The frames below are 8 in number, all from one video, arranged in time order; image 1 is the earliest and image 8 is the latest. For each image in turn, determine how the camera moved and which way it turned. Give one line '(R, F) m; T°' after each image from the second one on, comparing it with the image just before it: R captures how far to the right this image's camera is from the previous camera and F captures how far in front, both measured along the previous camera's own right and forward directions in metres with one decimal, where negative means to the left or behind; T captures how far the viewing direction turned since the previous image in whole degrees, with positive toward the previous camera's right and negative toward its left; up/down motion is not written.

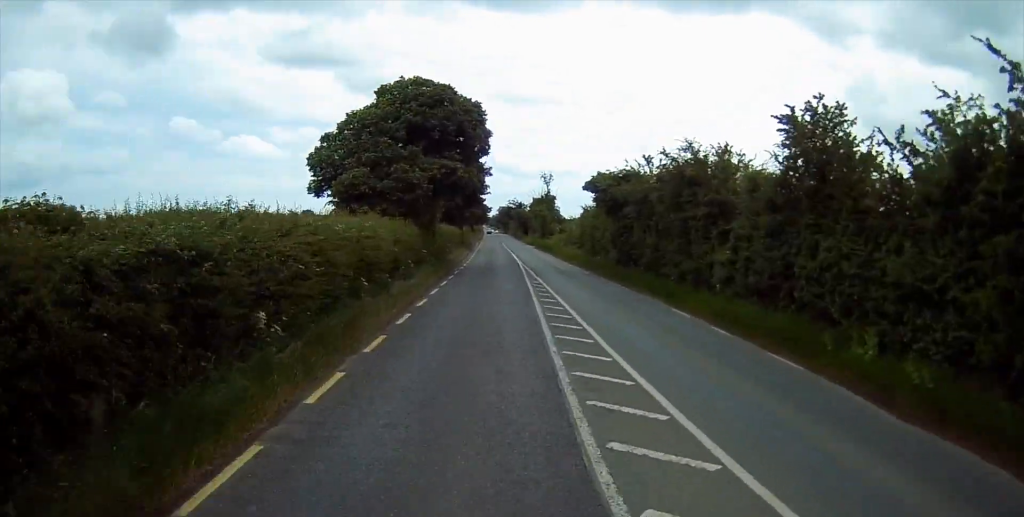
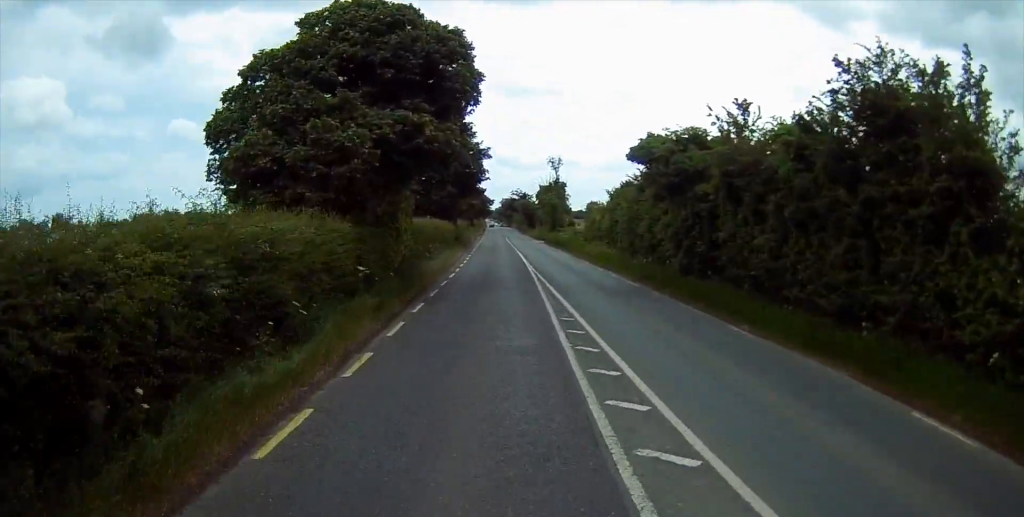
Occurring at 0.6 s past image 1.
(0.0, +14.1) m; 0°
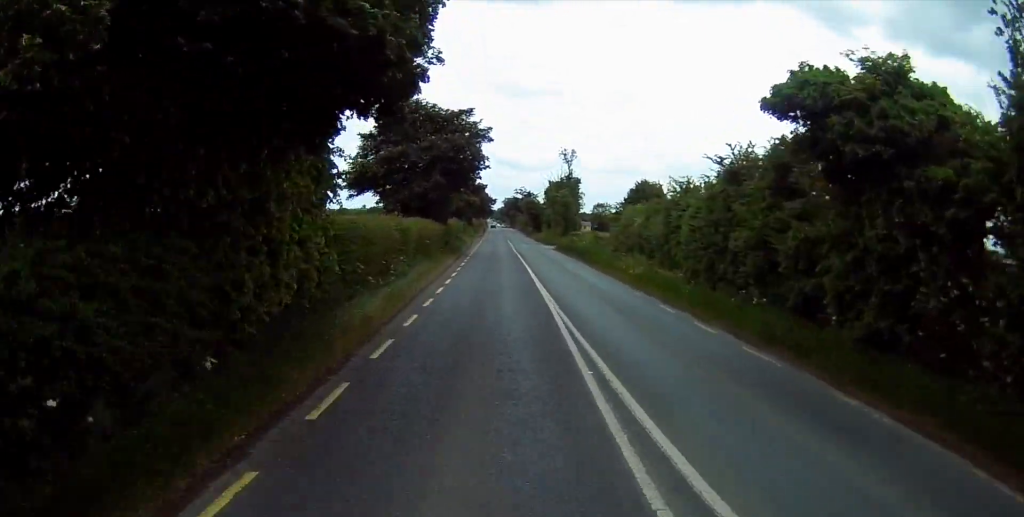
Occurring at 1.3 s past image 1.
(-0.1, +14.1) m; 0°
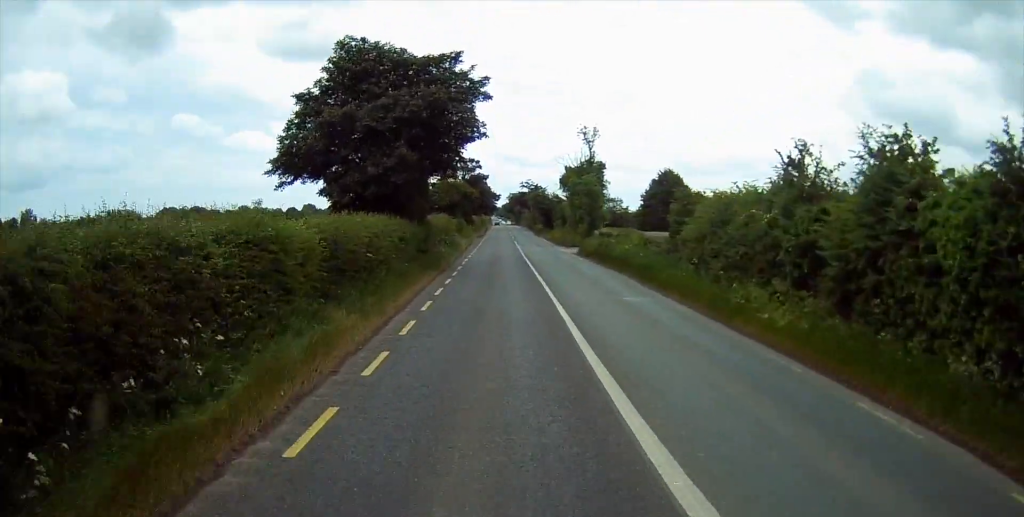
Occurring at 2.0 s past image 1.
(0.0, +17.1) m; 0°
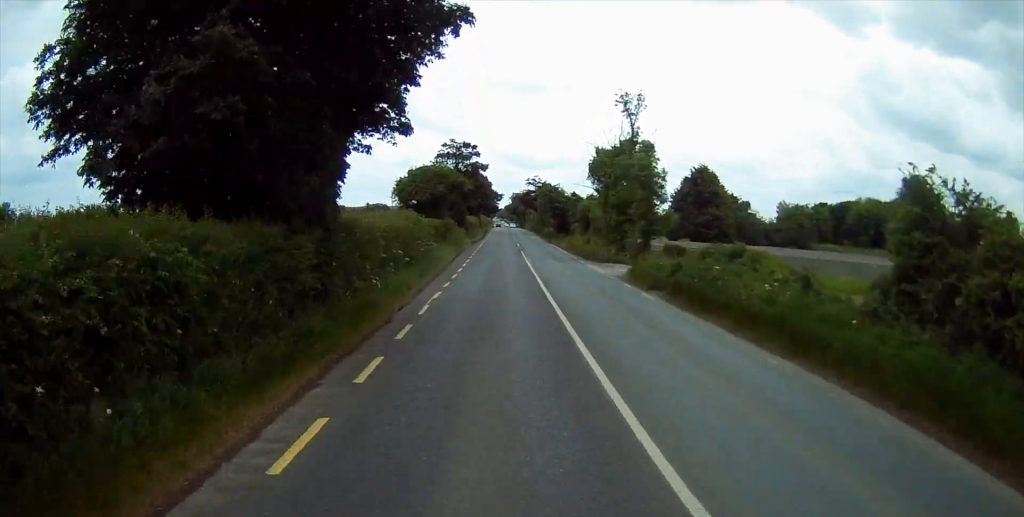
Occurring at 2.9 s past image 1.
(-0.1, +20.2) m; 0°
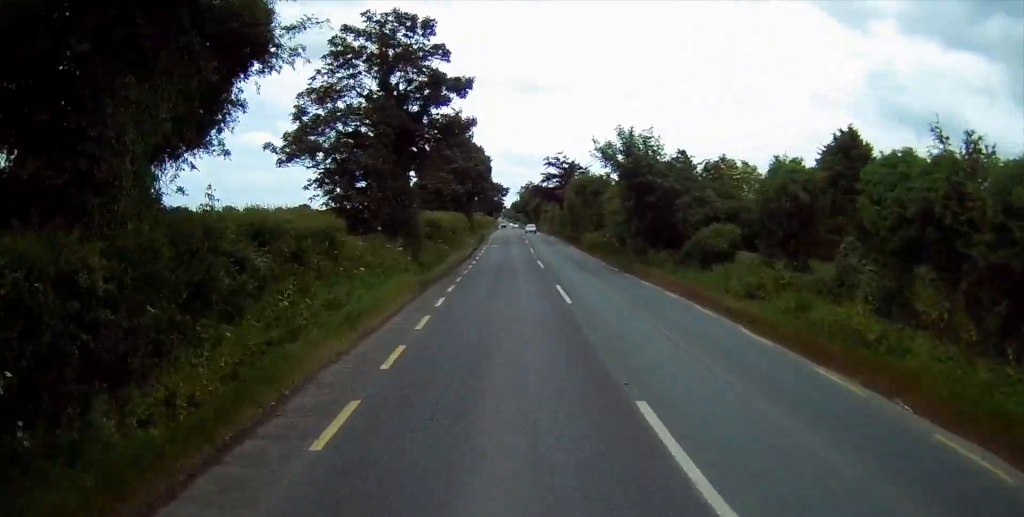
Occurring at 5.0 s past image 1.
(-0.4, +46.4) m; -1°
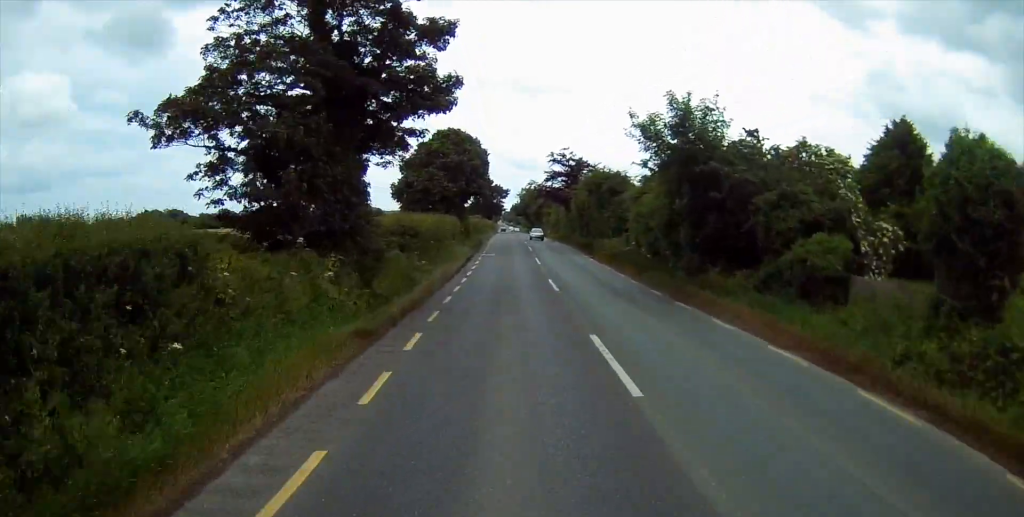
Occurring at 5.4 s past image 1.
(0.0, +9.7) m; 0°
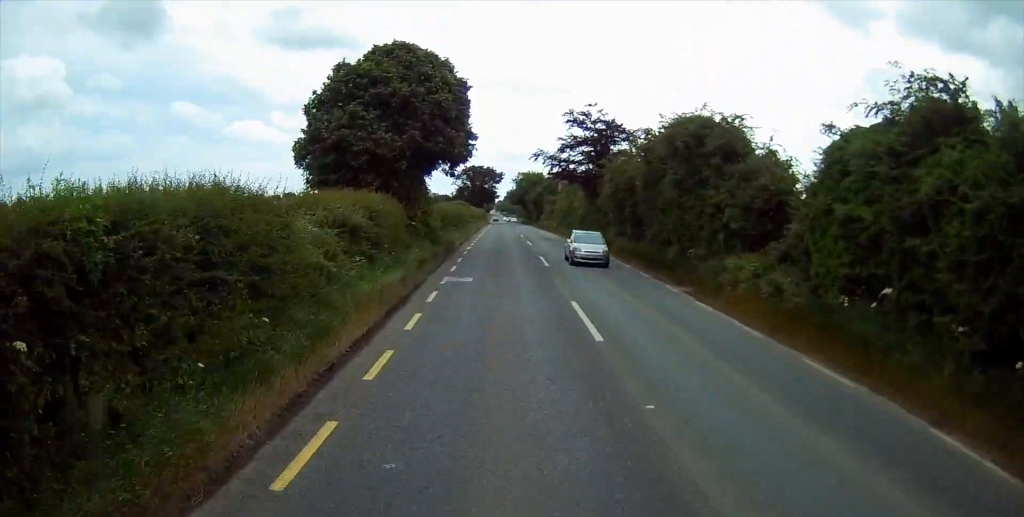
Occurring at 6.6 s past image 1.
(+0.1, +26.7) m; 0°
